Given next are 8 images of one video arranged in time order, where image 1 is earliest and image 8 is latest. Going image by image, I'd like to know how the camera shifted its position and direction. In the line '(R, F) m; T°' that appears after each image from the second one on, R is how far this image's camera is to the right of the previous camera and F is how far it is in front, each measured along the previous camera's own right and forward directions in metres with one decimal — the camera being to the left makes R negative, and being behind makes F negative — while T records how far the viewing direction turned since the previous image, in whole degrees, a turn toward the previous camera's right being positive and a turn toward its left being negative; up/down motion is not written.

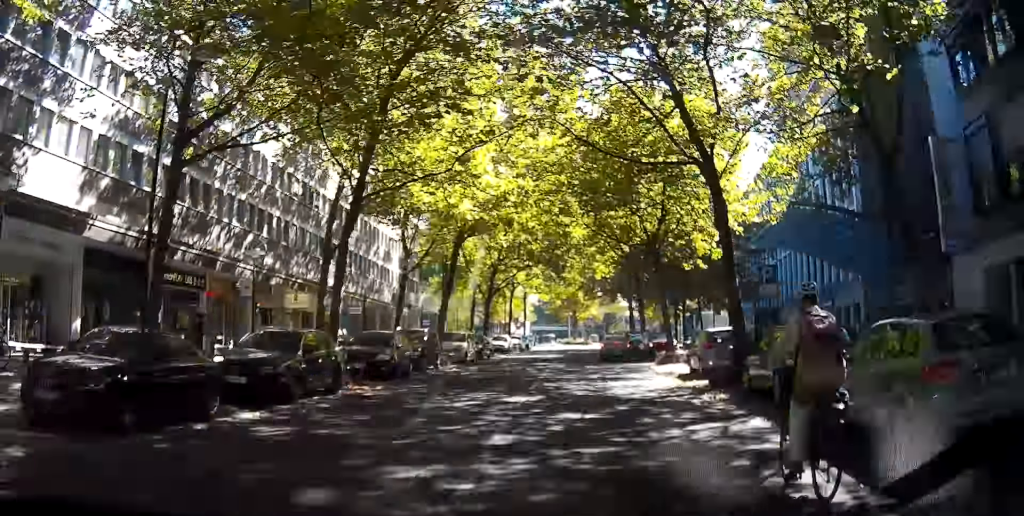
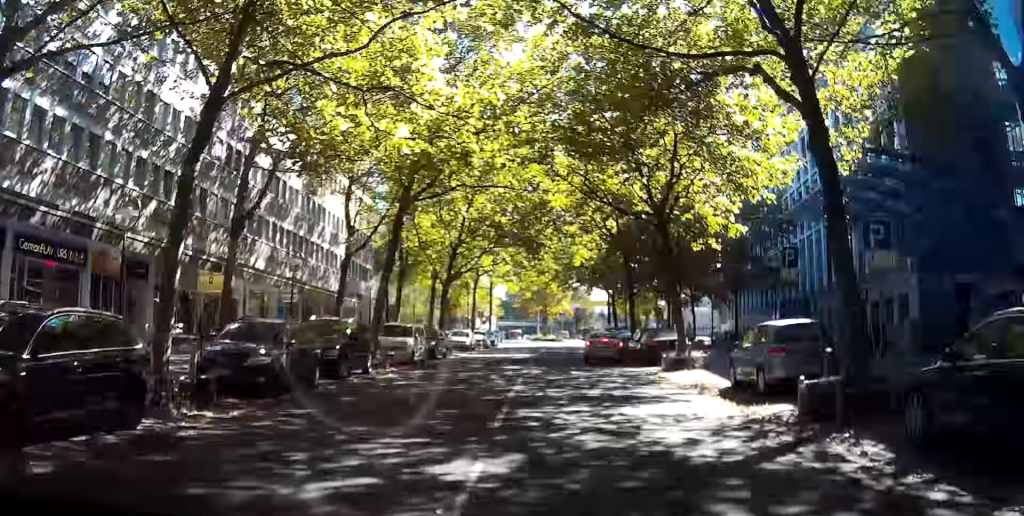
(-0.6, +9.2) m; -3°
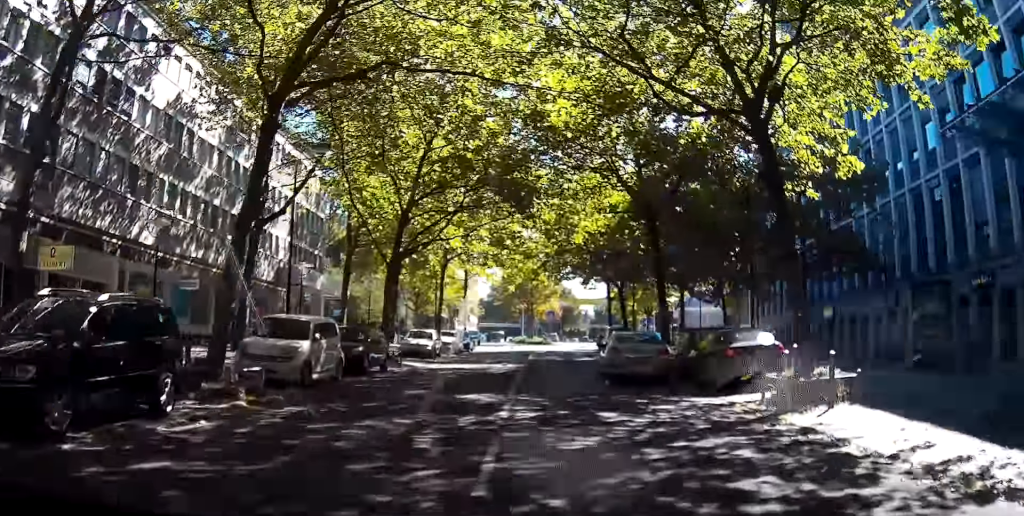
(-0.3, +12.7) m; -5°
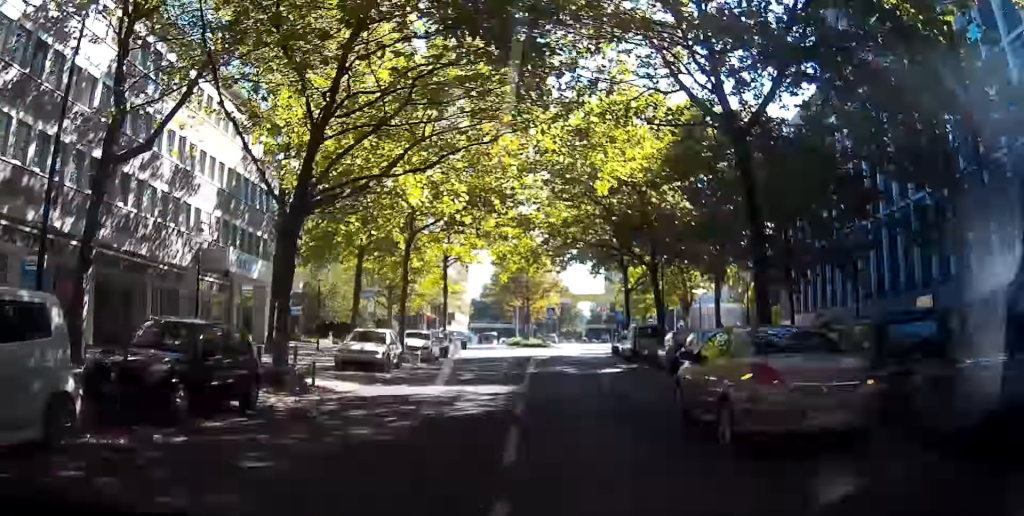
(-0.5, +8.7) m; +4°
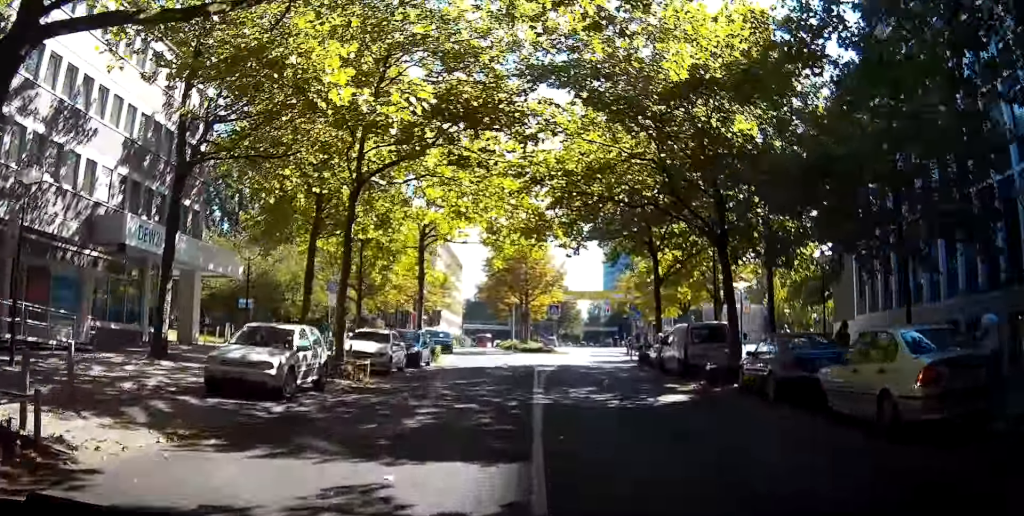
(+0.7, +4.9) m; +6°
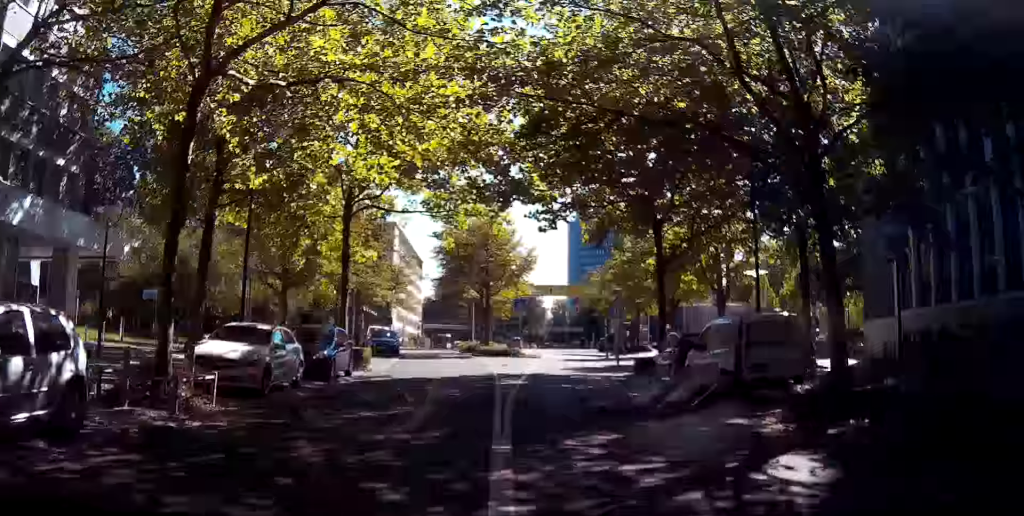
(-0.1, +3.8) m; -3°
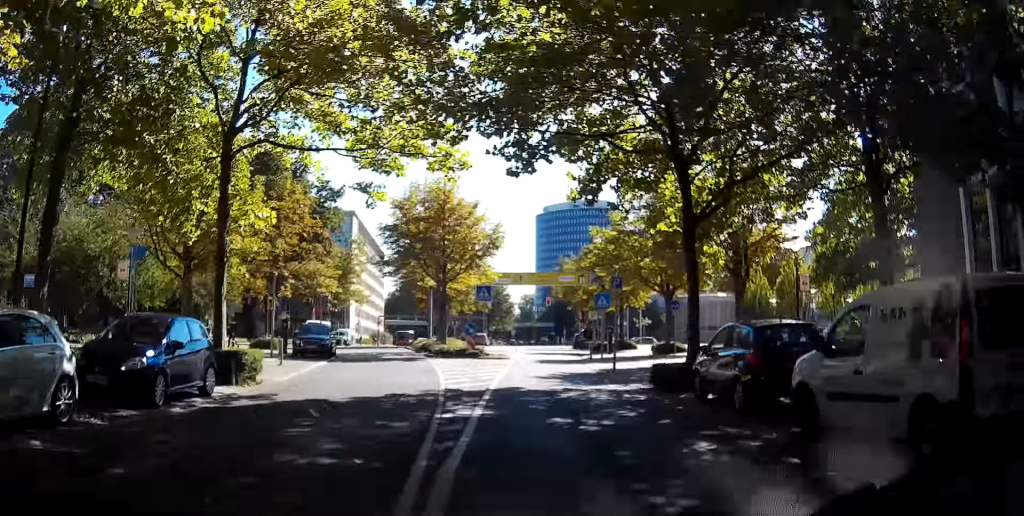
(-0.1, +5.8) m; -1°
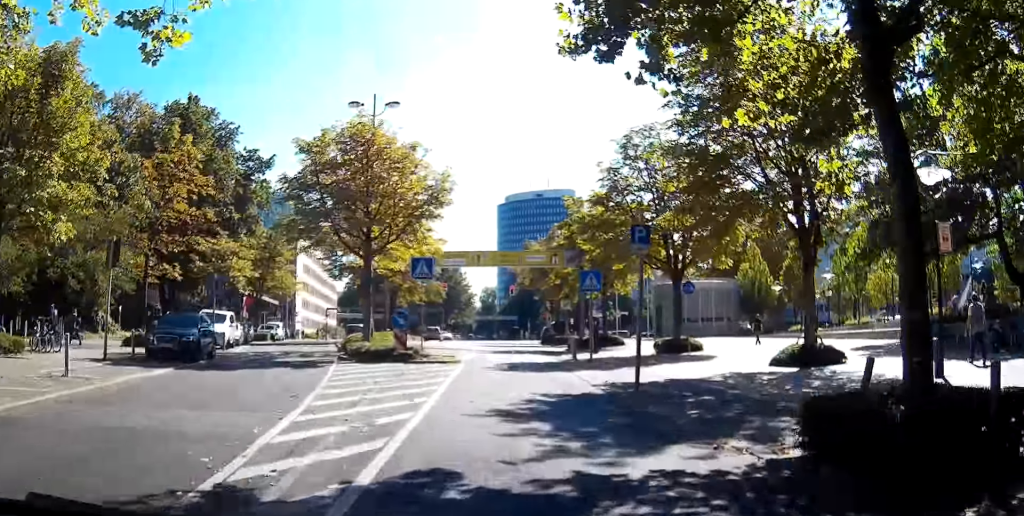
(0.0, +10.1) m; +1°
